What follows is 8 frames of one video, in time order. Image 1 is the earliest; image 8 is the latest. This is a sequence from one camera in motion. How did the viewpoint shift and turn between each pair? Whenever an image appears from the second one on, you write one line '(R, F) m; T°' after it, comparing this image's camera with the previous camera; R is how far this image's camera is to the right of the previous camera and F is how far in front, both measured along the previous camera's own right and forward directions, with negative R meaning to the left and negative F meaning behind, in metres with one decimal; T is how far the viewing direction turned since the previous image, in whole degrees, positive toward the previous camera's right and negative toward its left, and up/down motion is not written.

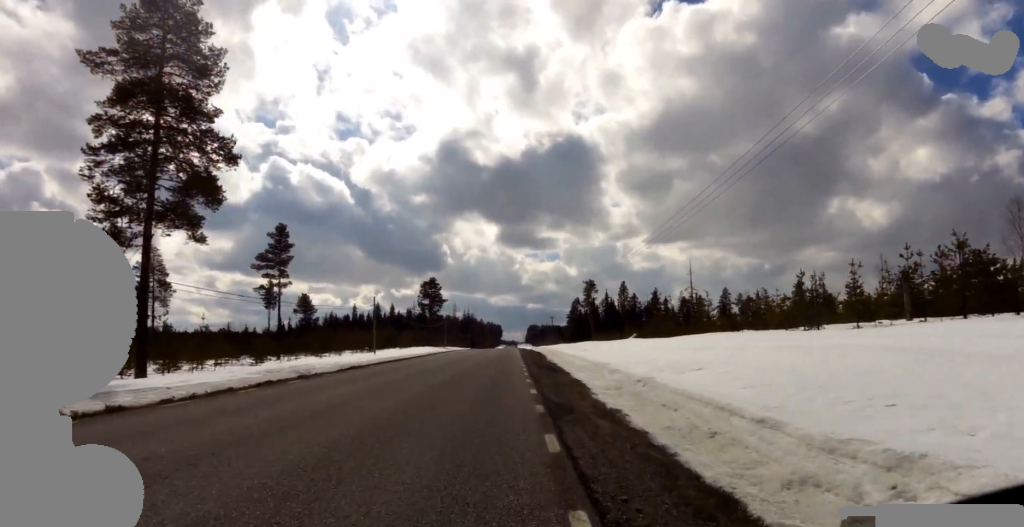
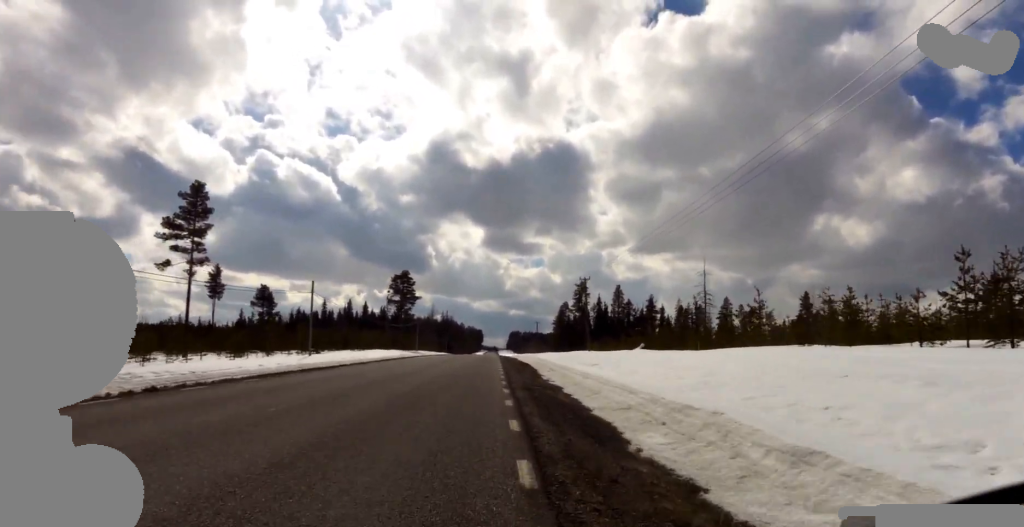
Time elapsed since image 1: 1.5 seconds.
(+0.6, +12.9) m; 0°
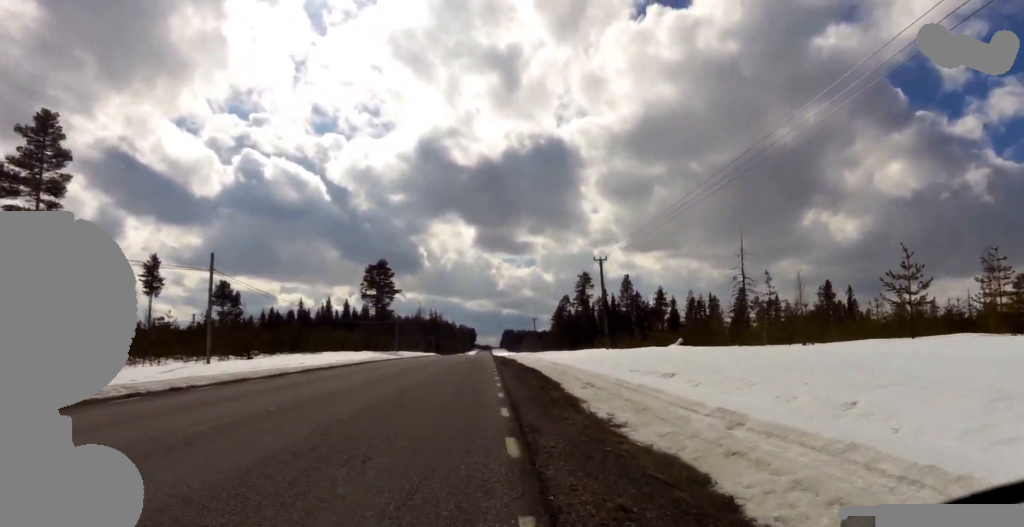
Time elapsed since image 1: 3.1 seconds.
(-0.6, +13.8) m; -5°
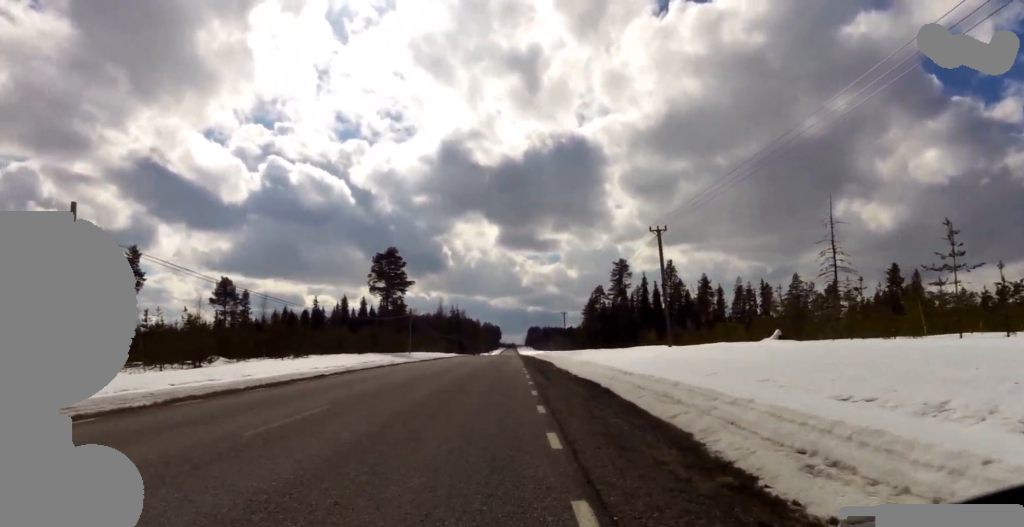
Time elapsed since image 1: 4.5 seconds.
(-0.4, +11.6) m; +3°
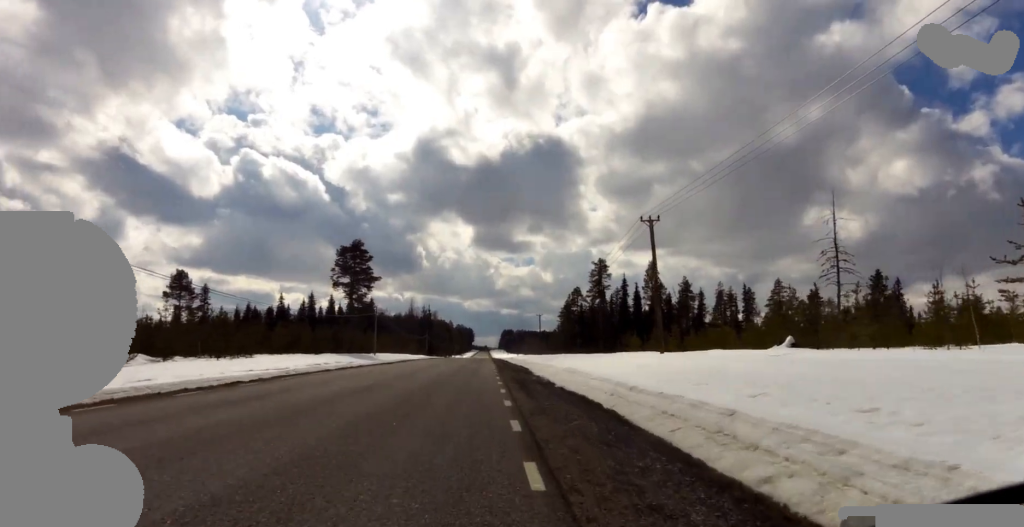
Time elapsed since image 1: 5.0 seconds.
(+0.1, +4.4) m; +3°
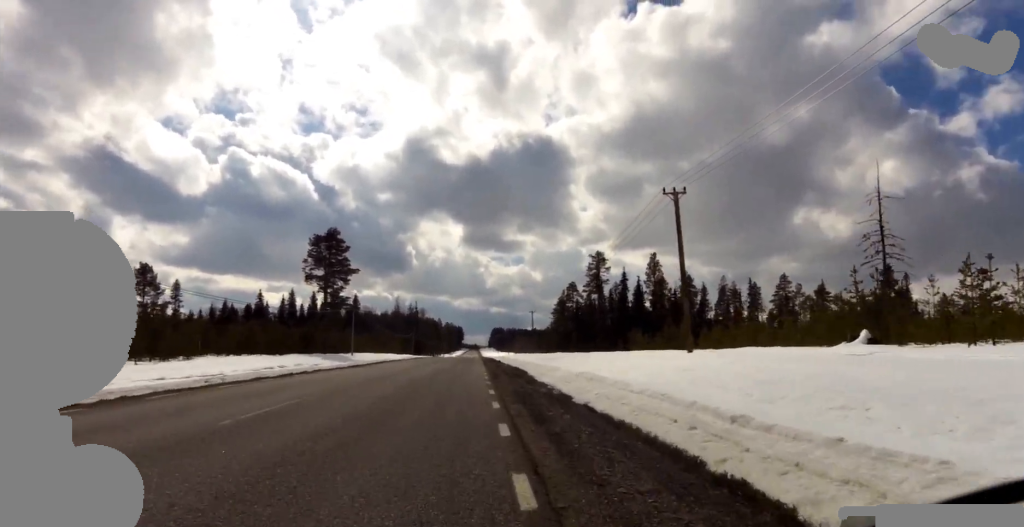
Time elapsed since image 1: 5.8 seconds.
(+0.6, +6.4) m; +3°
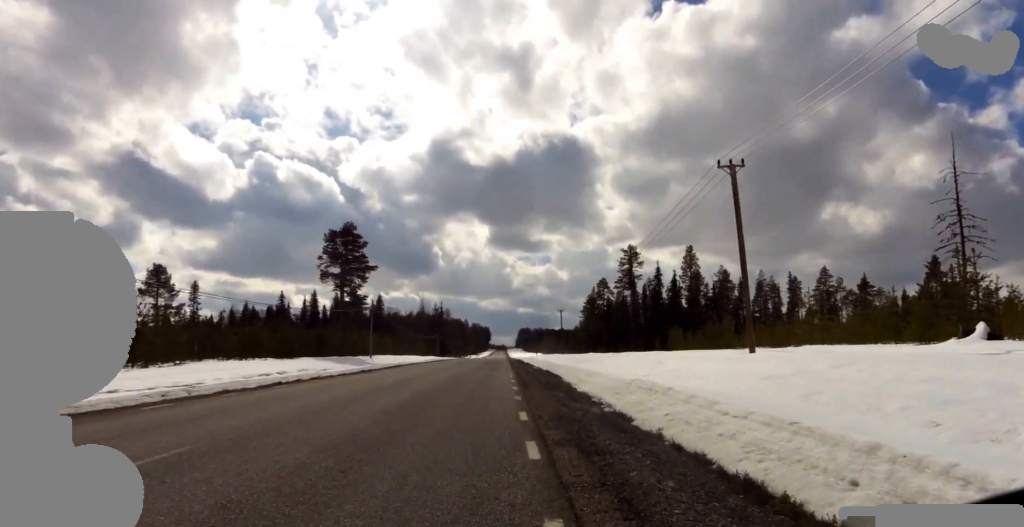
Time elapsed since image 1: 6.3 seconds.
(-0.2, +3.9) m; -2°
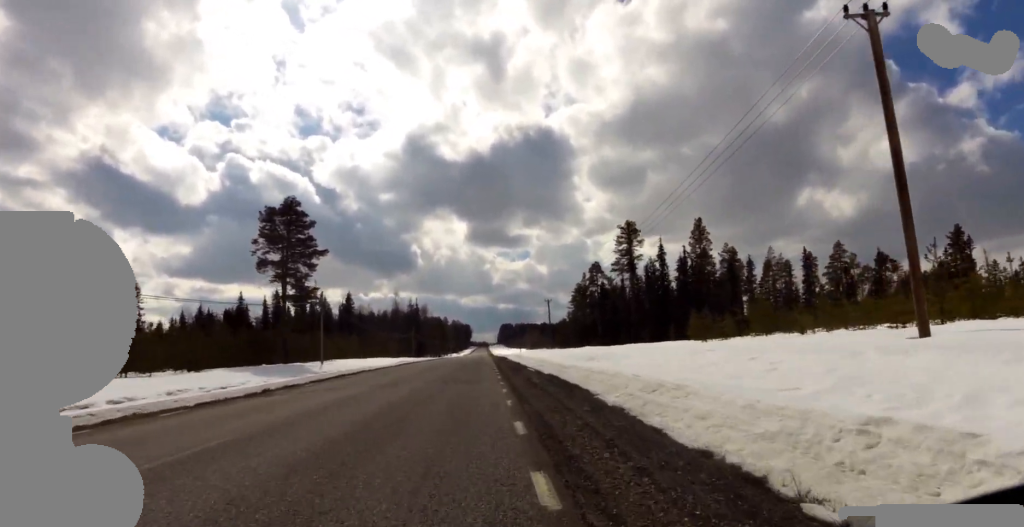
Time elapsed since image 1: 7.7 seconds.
(-0.3, +10.7) m; -2°
